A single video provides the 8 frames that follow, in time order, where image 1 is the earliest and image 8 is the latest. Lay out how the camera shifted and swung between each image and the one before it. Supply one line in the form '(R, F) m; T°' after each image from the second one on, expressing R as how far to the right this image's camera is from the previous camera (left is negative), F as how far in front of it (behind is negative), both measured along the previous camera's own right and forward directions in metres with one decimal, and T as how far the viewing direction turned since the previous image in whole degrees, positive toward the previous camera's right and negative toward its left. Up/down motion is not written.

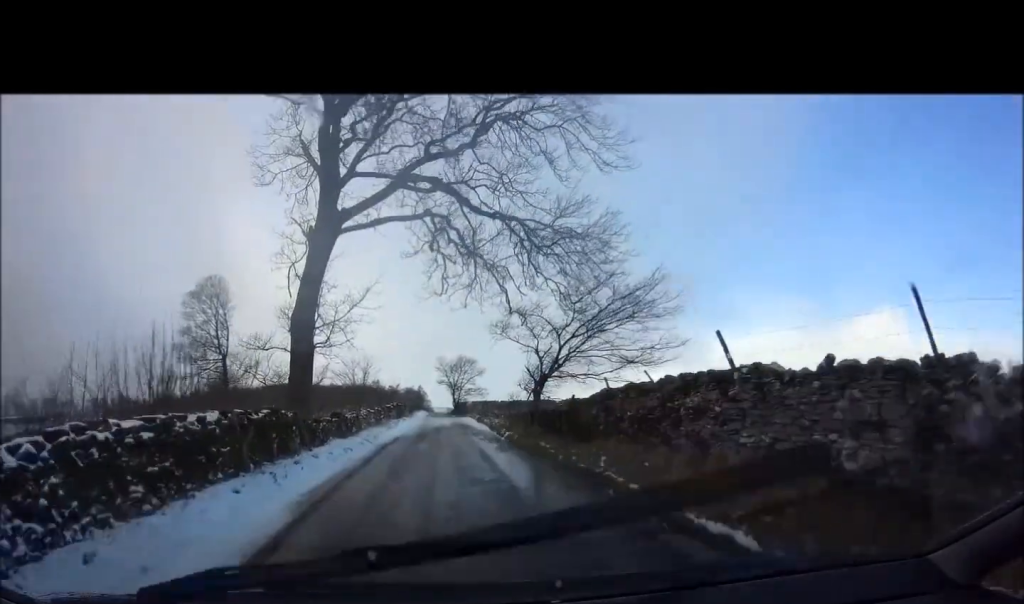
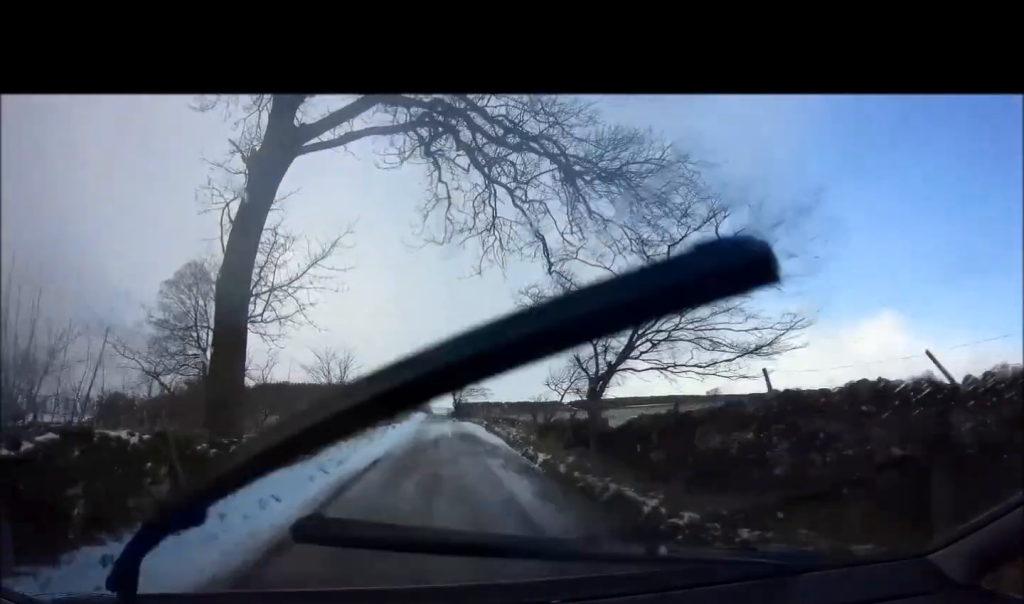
(0.0, +6.9) m; 0°
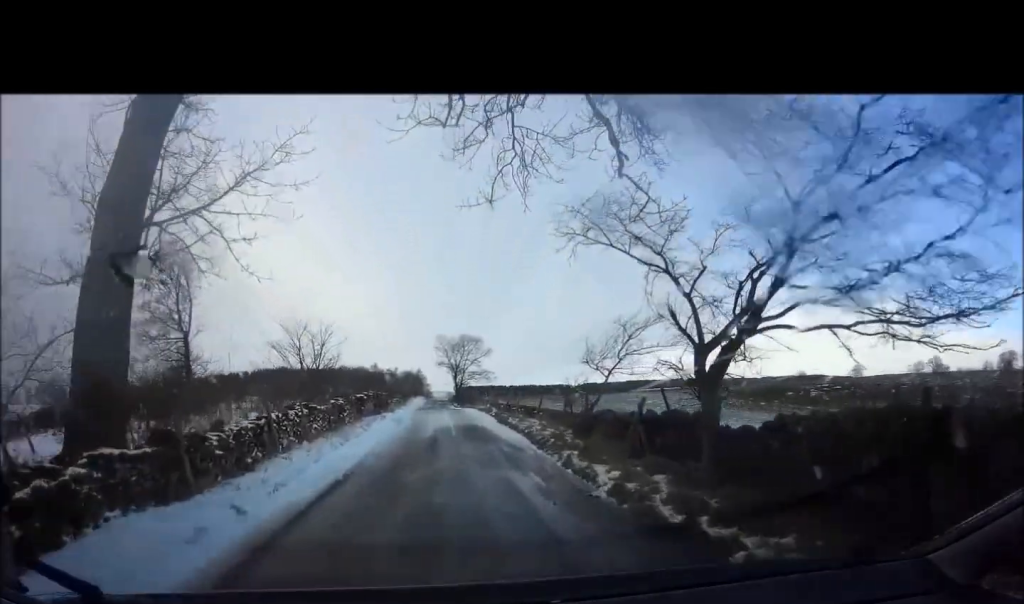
(0.0, +5.3) m; 0°
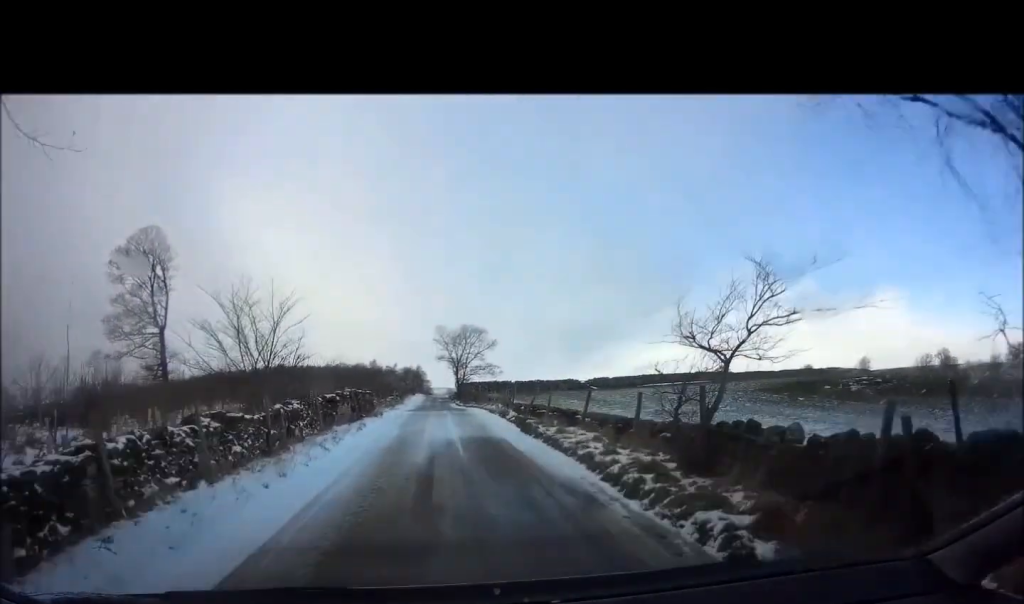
(0.0, +6.5) m; 0°
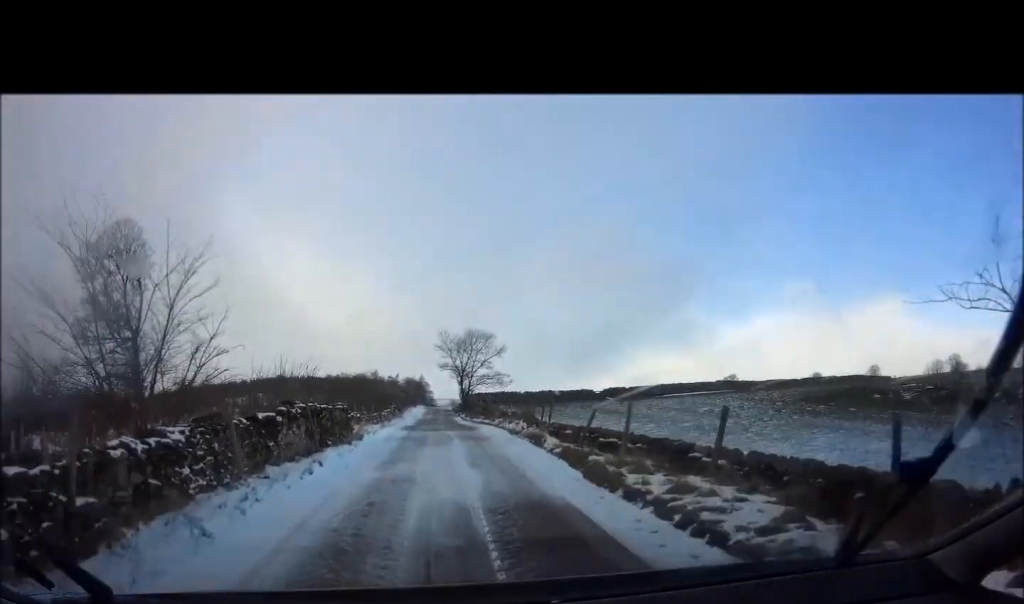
(0.0, +6.9) m; +1°
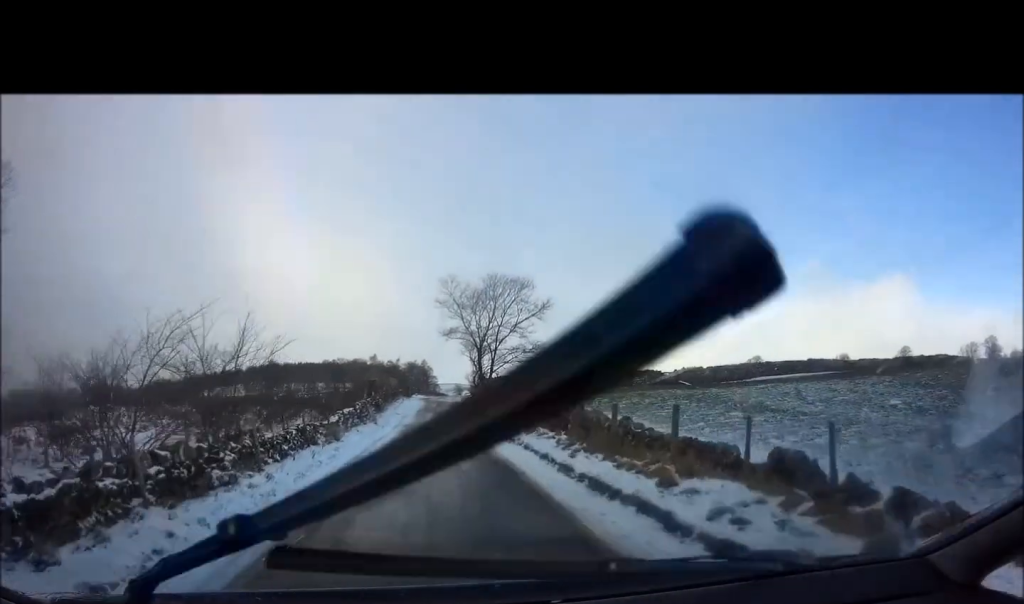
(+0.4, +25.8) m; 0°
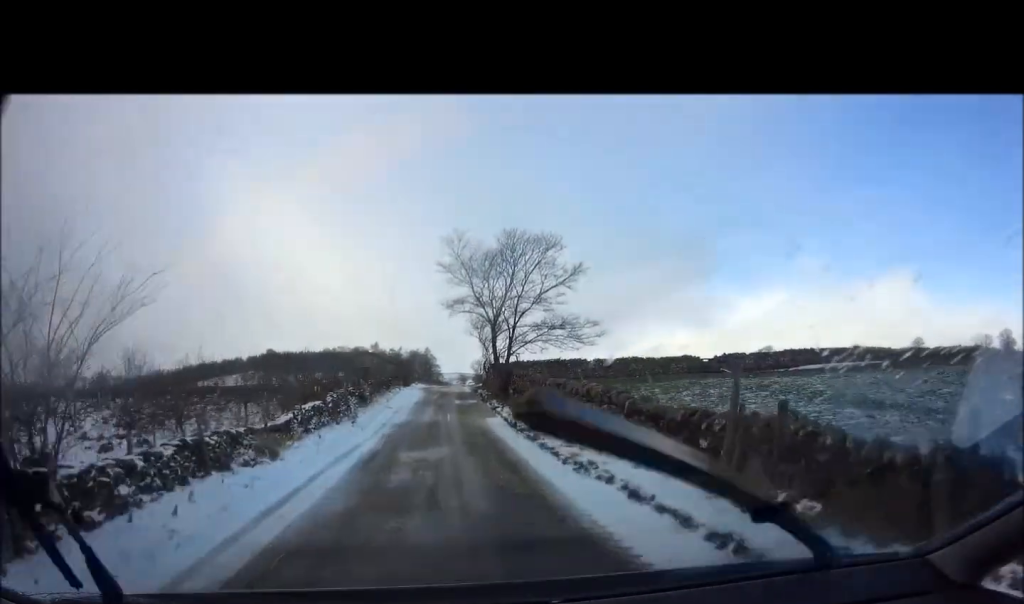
(-0.1, +8.5) m; -1°
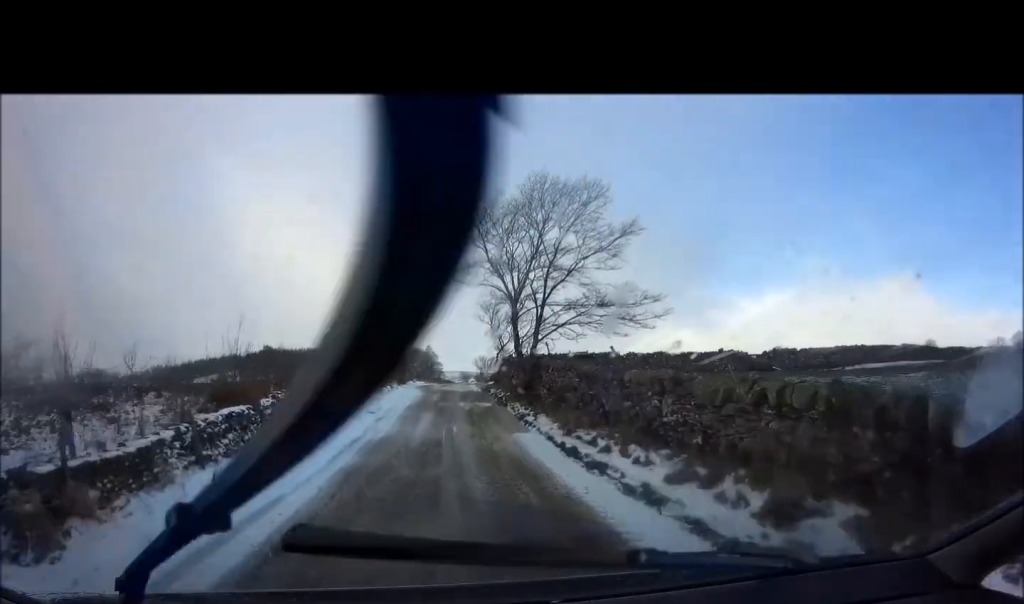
(0.0, +7.9) m; 0°
